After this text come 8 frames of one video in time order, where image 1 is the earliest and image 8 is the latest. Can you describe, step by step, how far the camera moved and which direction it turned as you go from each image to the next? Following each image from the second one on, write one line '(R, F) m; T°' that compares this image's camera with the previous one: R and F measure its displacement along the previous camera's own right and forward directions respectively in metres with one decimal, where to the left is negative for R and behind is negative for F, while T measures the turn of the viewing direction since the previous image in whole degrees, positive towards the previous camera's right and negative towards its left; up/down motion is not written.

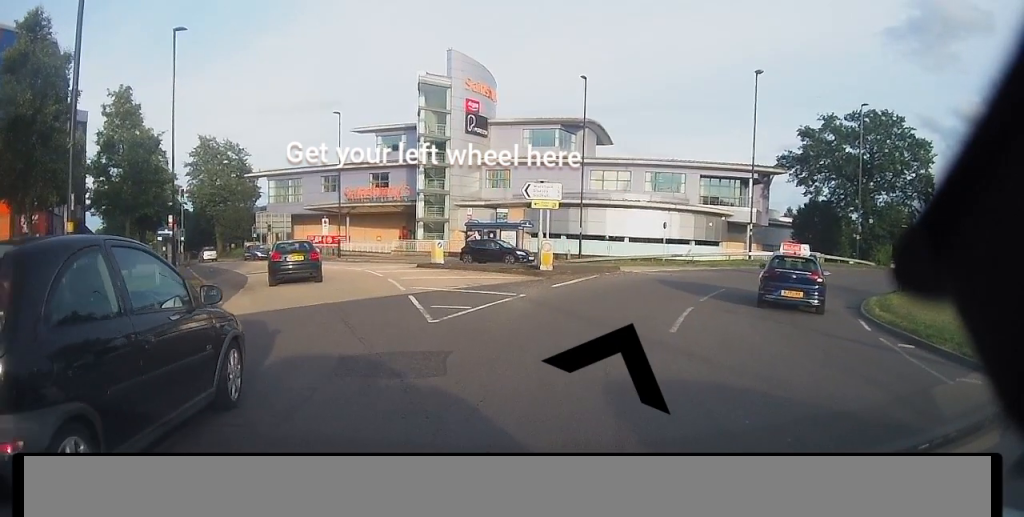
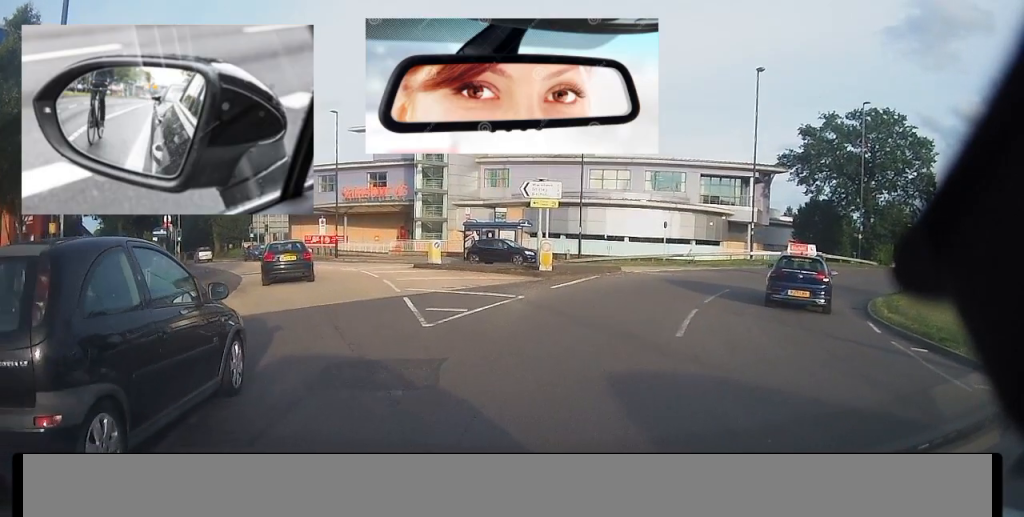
(0.0, 0.0) m; 0°
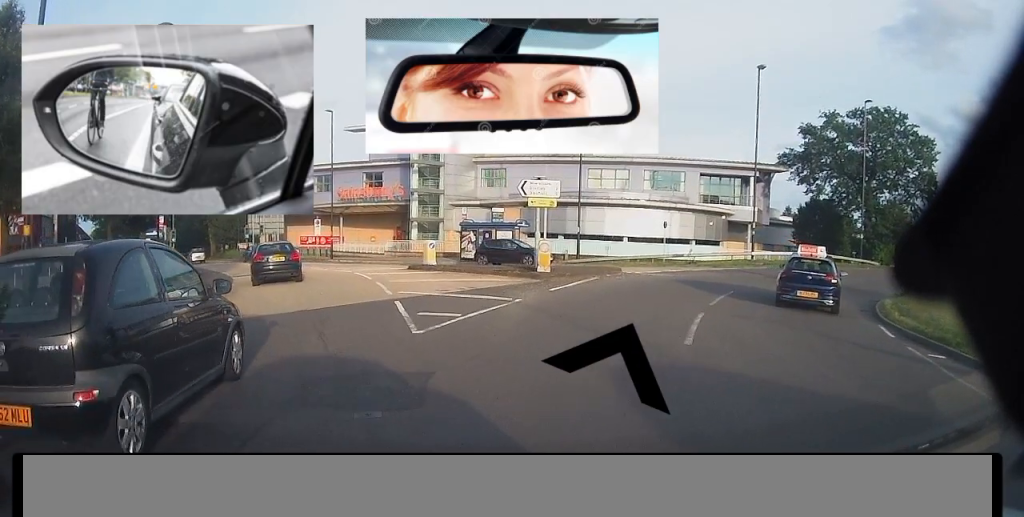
(0.0, 0.0) m; 0°
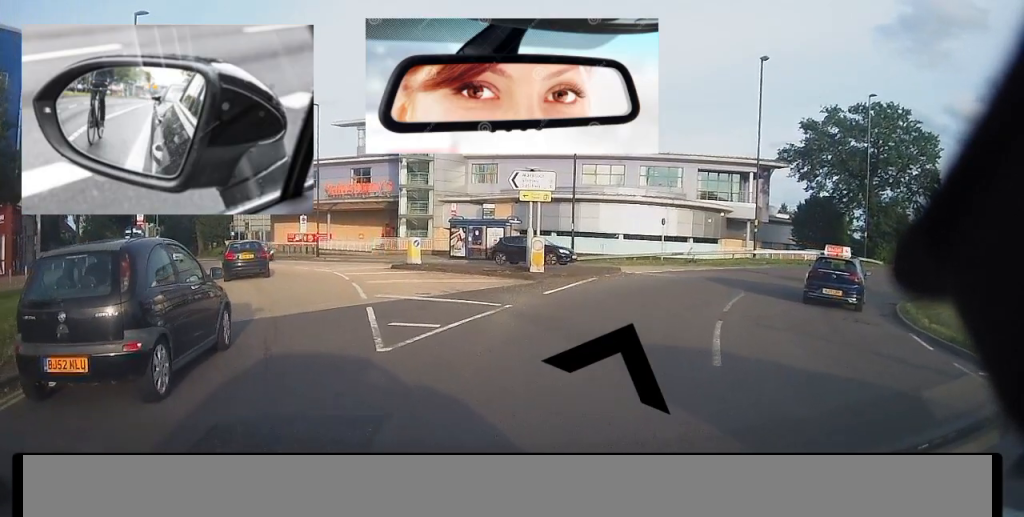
(0.0, 0.0) m; 0°
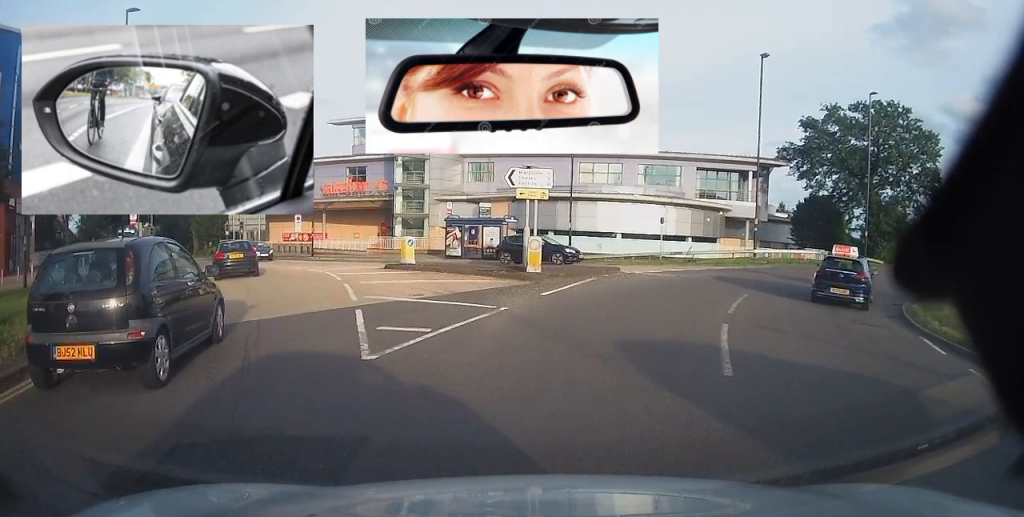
(0.0, 0.0) m; 0°
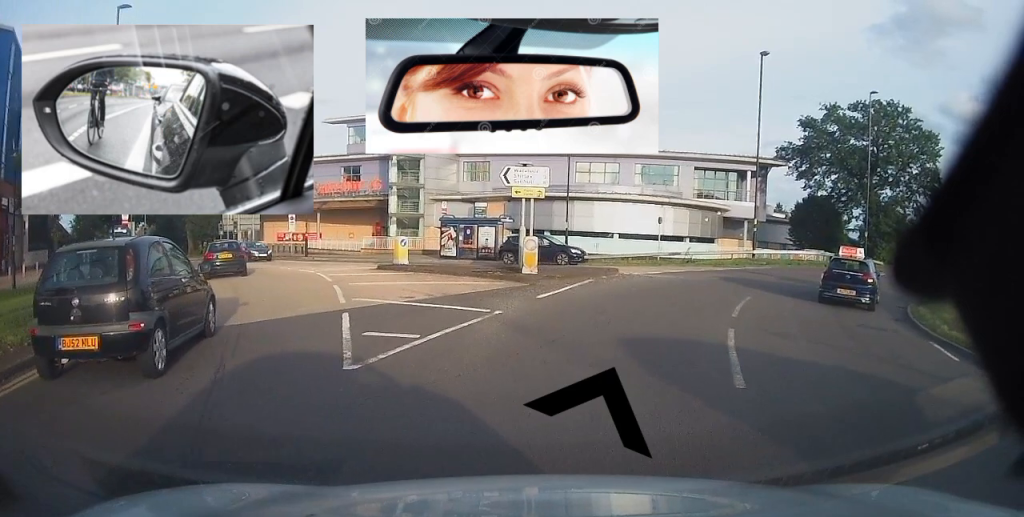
(0.0, +0.7) m; -1°
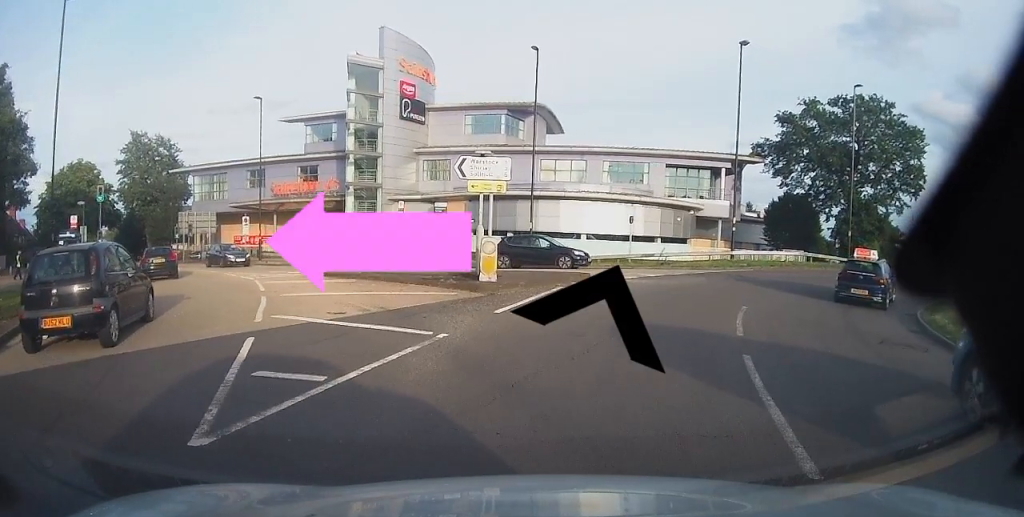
(-0.1, +6.1) m; -1°
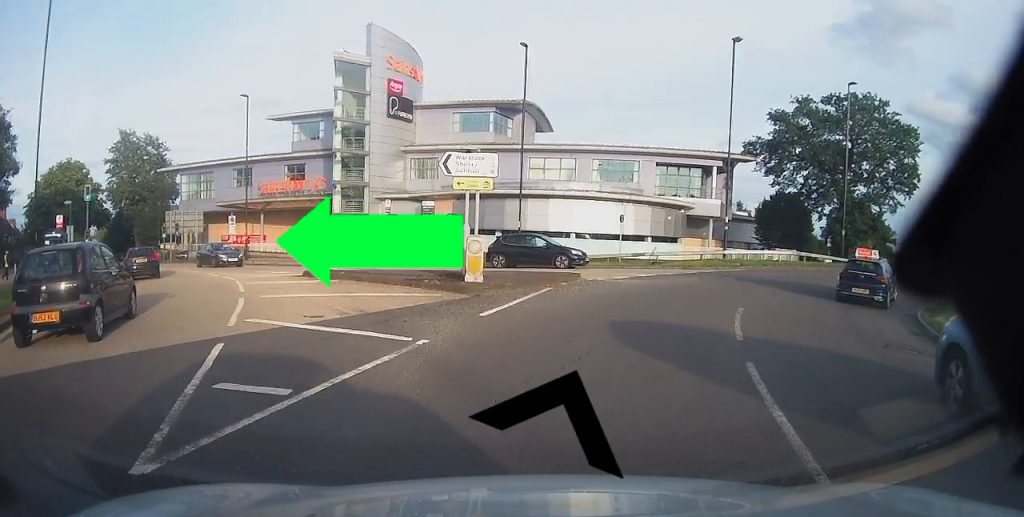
(0.0, +1.8) m; +2°
